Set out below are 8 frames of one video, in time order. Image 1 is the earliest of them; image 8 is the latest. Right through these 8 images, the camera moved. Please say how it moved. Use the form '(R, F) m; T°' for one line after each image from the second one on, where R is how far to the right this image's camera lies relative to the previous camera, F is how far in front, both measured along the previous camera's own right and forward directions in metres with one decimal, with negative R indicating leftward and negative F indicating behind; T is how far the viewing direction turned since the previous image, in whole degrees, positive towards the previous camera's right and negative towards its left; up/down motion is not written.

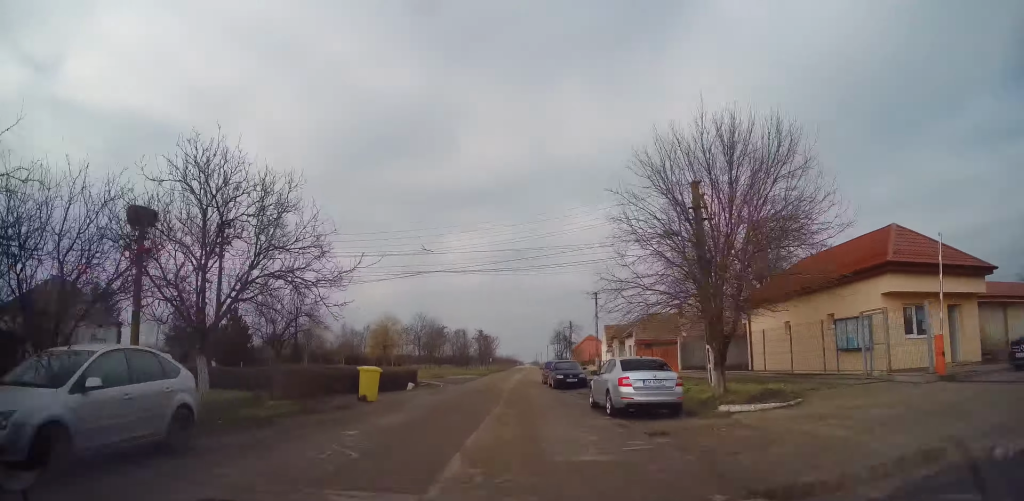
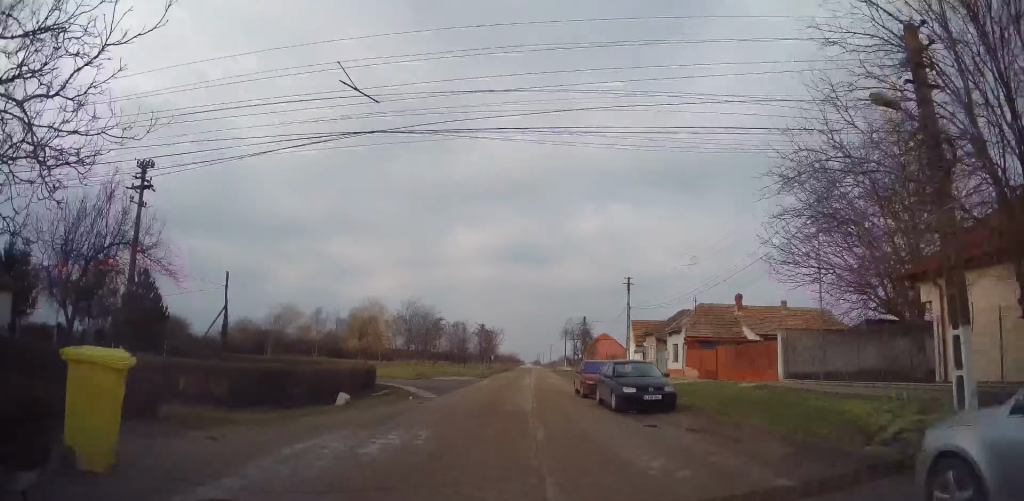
(-0.1, +12.5) m; 0°
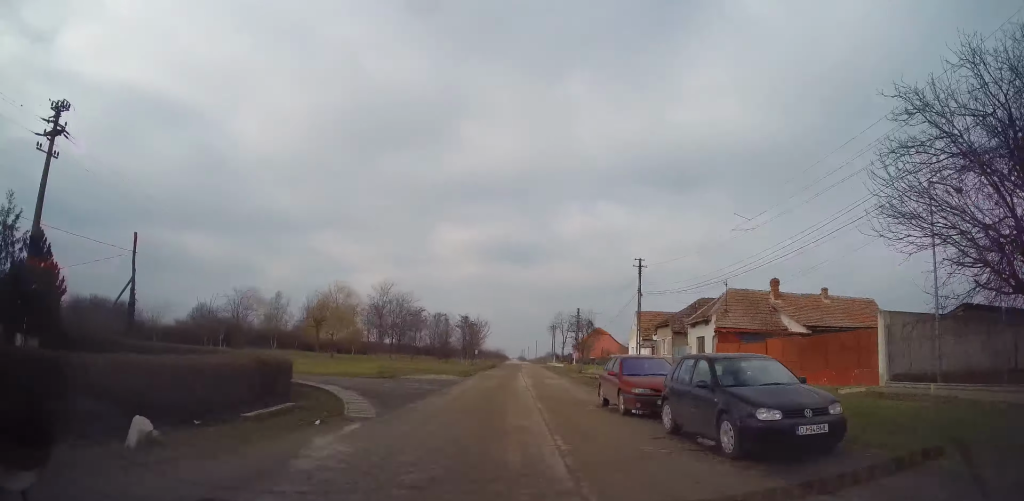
(+0.1, +7.7) m; +1°
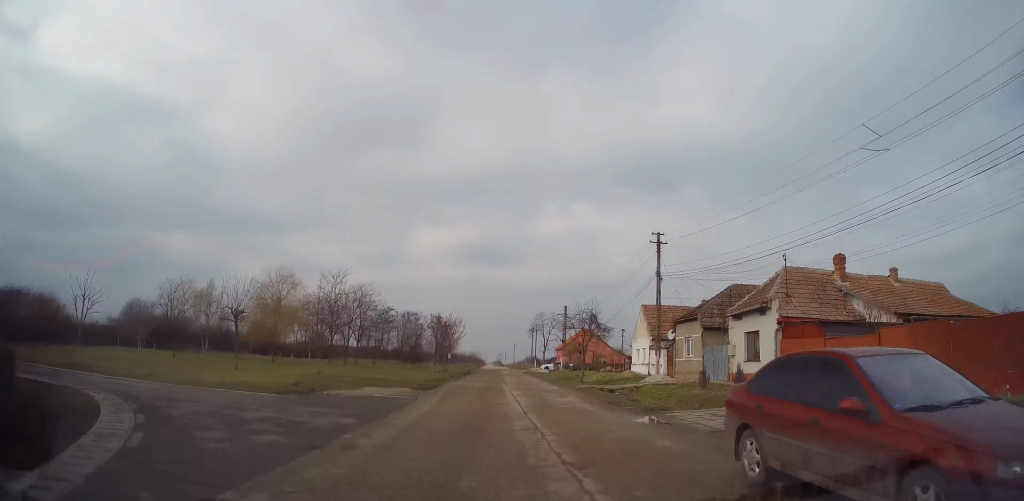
(0.0, +9.4) m; +1°
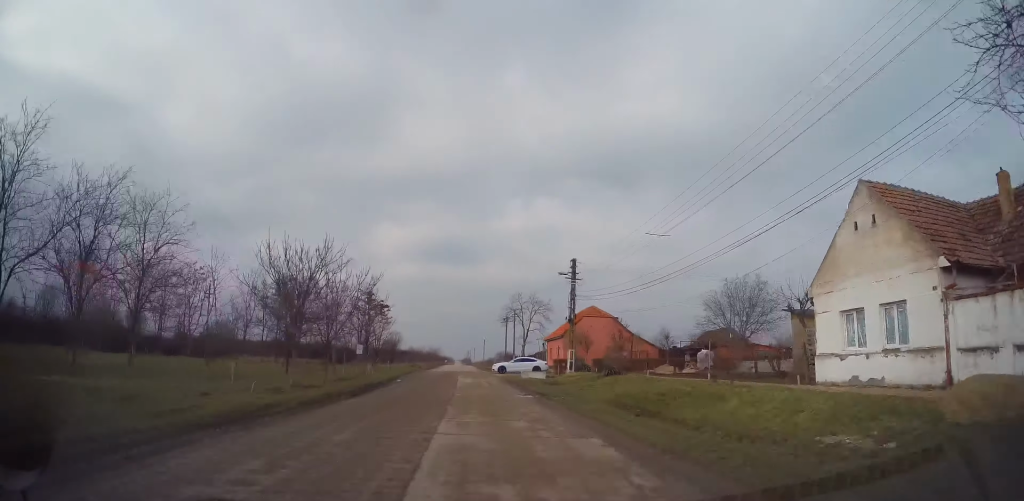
(+1.6, +31.1) m; +4°
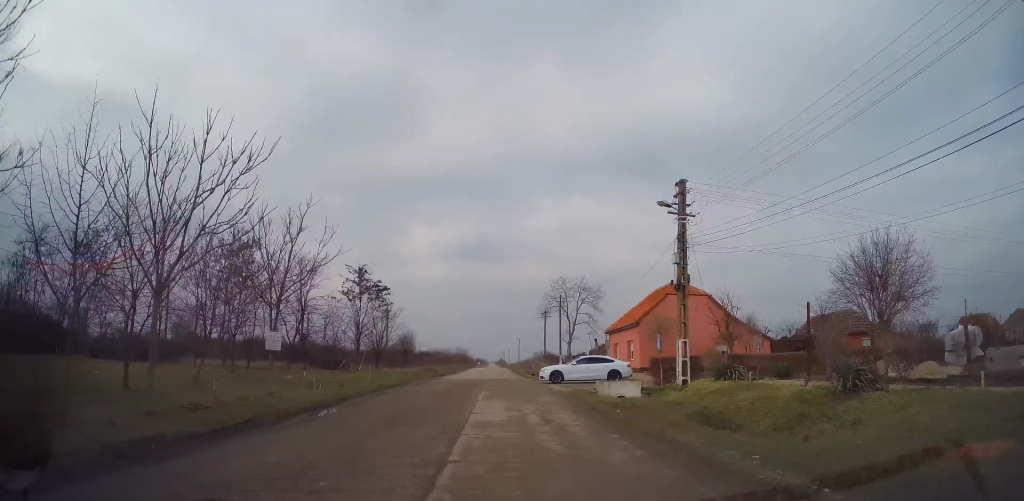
(-0.2, +17.8) m; -3°
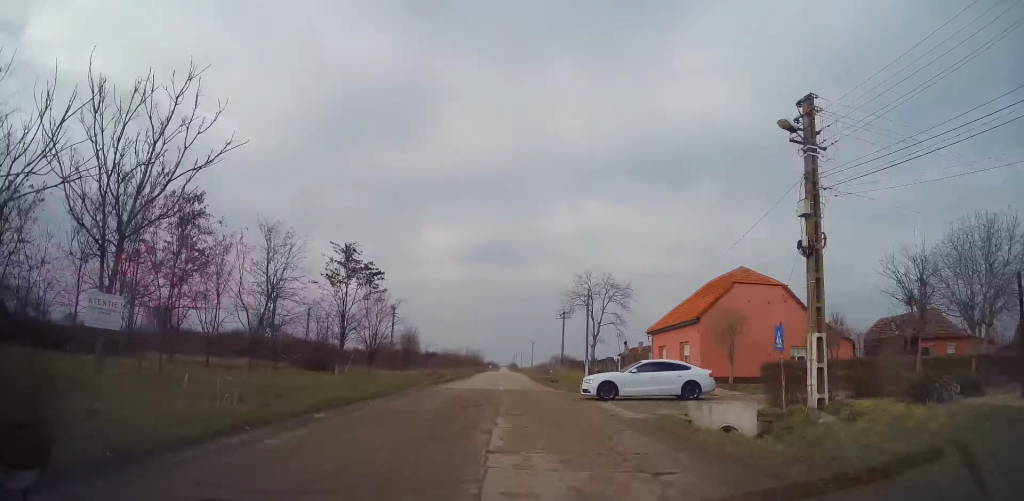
(-0.1, +8.6) m; -1°
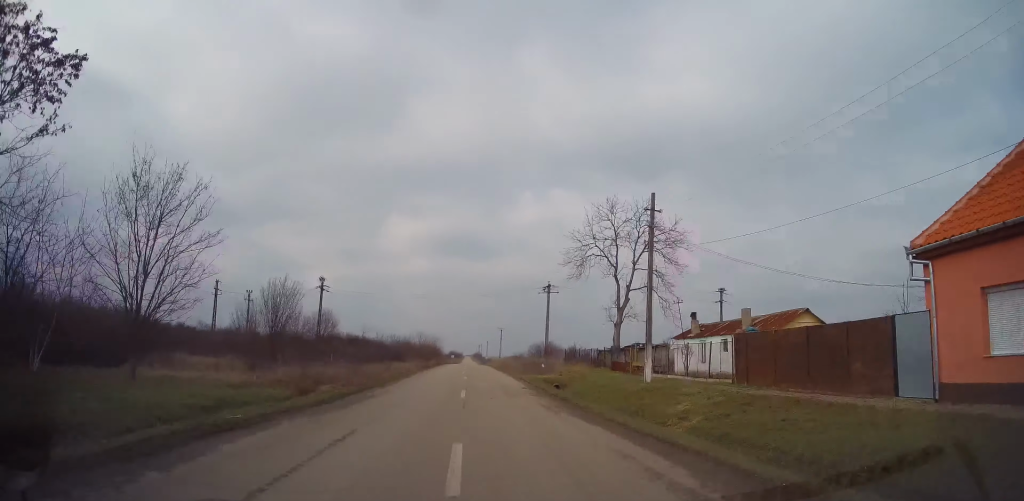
(0.0, +27.7) m; +2°
